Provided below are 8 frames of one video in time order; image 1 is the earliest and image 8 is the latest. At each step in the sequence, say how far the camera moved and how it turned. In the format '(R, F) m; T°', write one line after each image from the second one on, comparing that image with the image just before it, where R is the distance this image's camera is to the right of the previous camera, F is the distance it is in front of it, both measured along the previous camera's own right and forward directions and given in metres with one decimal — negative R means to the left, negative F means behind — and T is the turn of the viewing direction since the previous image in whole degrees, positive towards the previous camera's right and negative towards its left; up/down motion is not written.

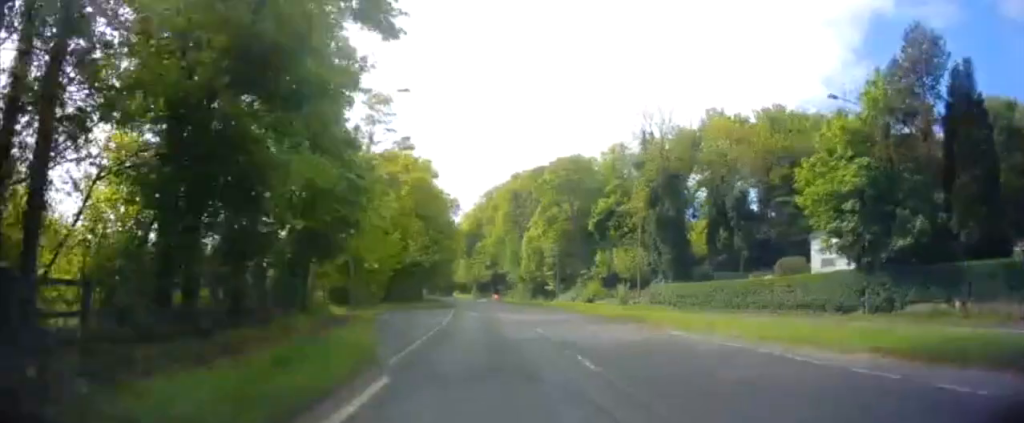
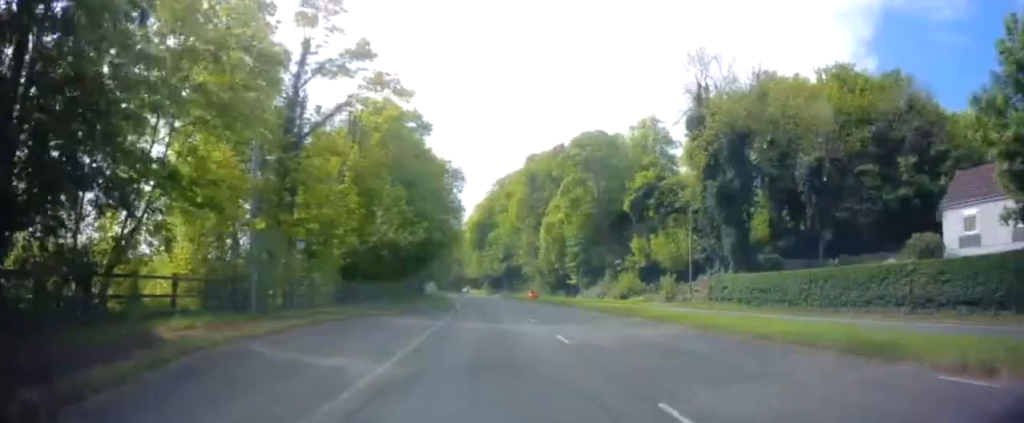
(-0.1, +14.3) m; 0°
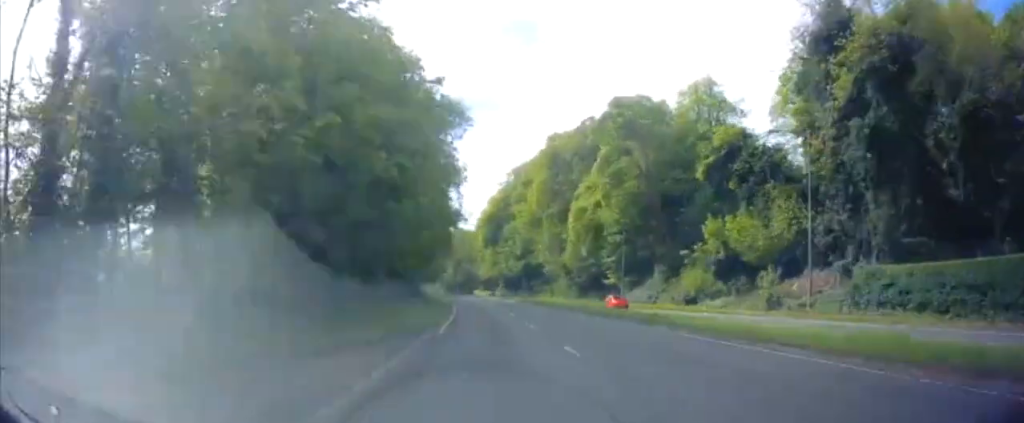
(-0.2, +19.8) m; -2°
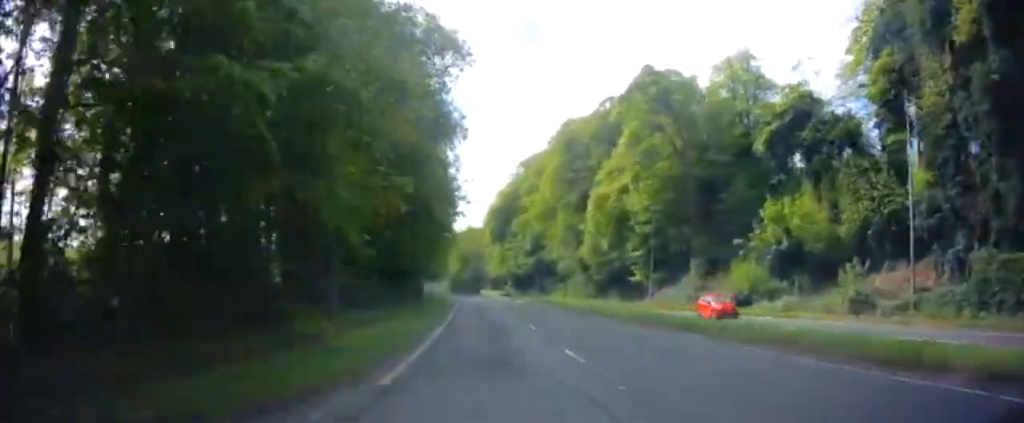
(-0.3, +9.6) m; -1°
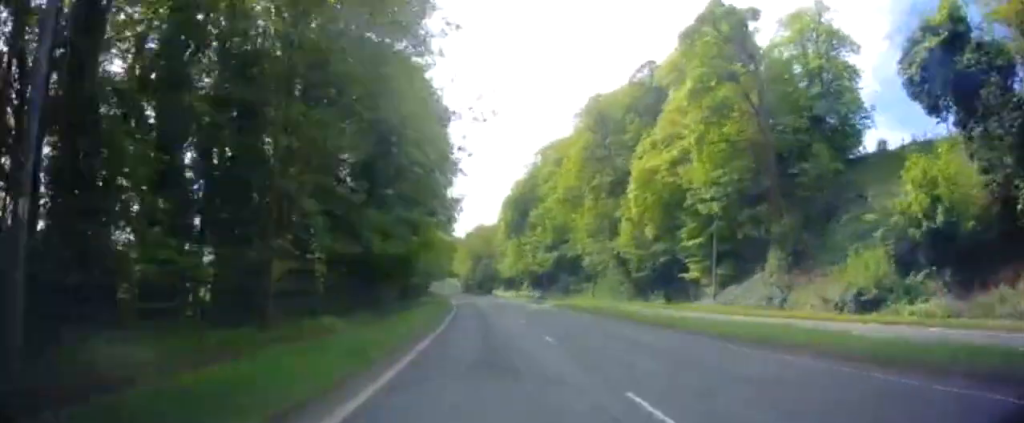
(+0.1, +14.4) m; -1°
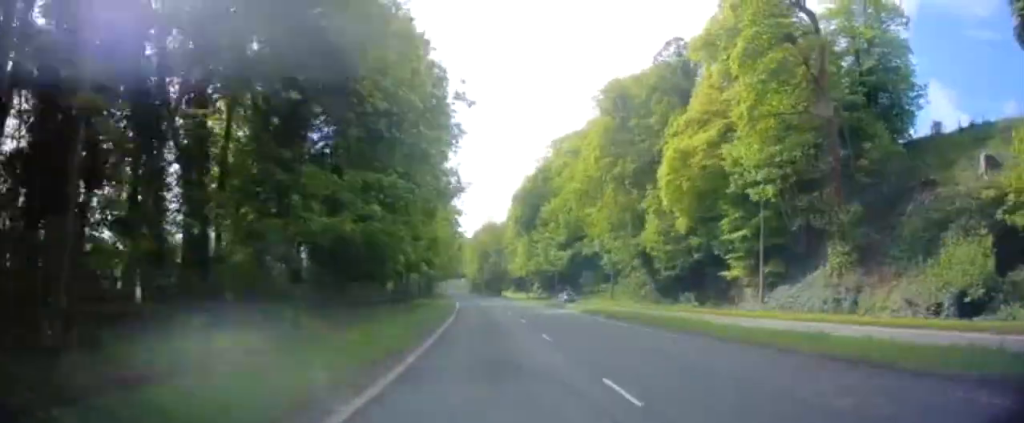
(0.0, +7.5) m; -1°
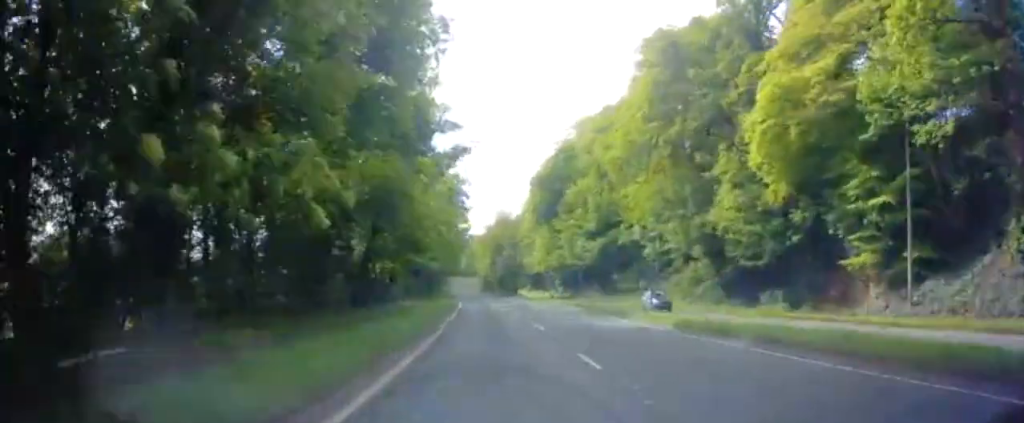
(-0.3, +15.1) m; -3°
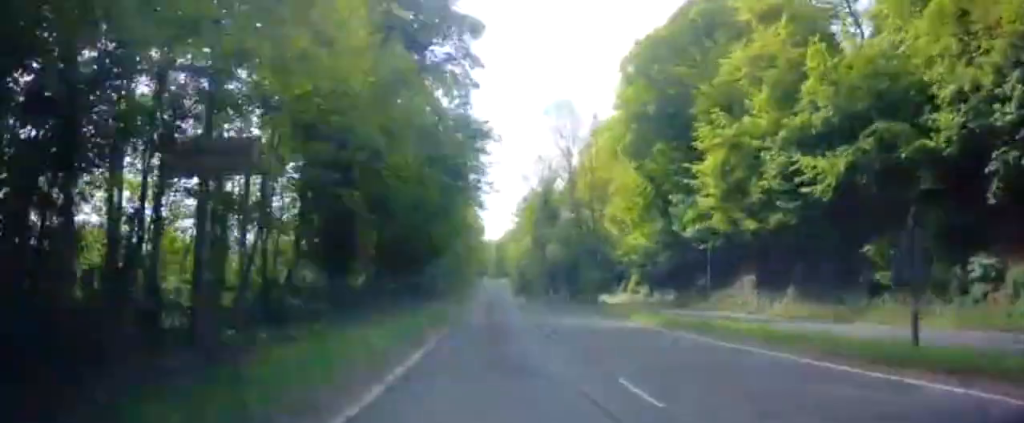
(-1.2, +48.0) m; -2°
